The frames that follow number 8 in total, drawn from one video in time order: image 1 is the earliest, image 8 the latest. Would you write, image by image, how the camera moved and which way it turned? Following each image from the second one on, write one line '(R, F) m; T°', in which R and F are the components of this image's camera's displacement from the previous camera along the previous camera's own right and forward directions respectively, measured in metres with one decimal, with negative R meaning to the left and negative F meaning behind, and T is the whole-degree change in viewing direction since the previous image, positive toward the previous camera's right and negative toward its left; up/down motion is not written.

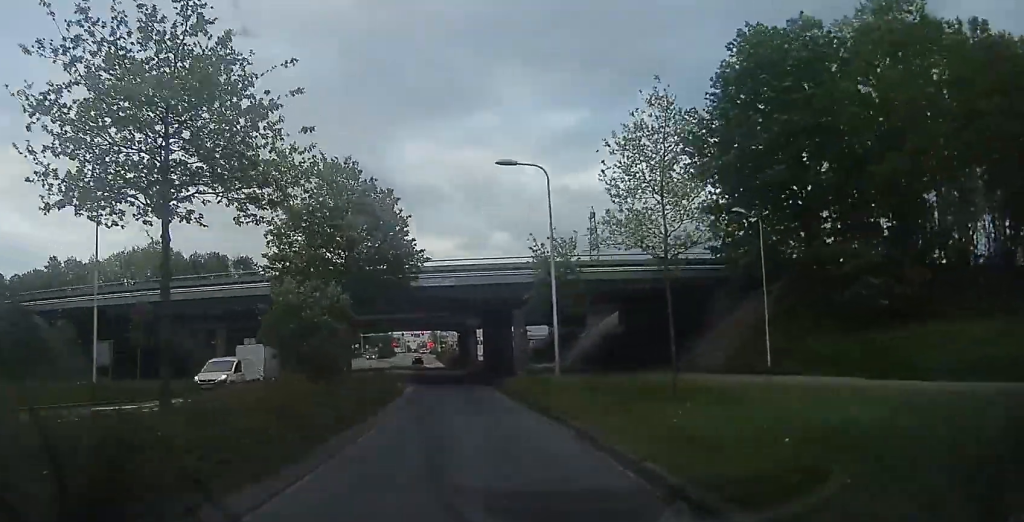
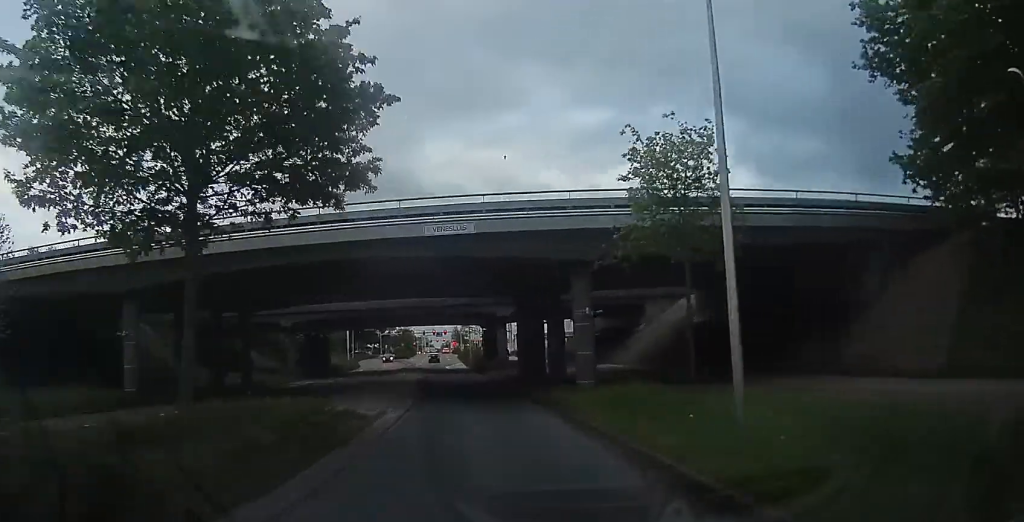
(+0.3, +11.7) m; +1°
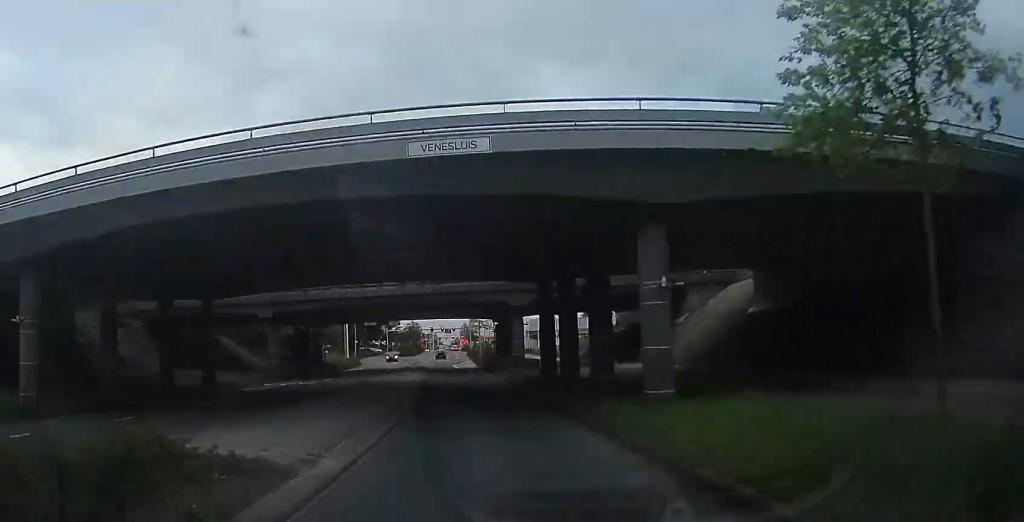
(0.0, +6.5) m; -1°
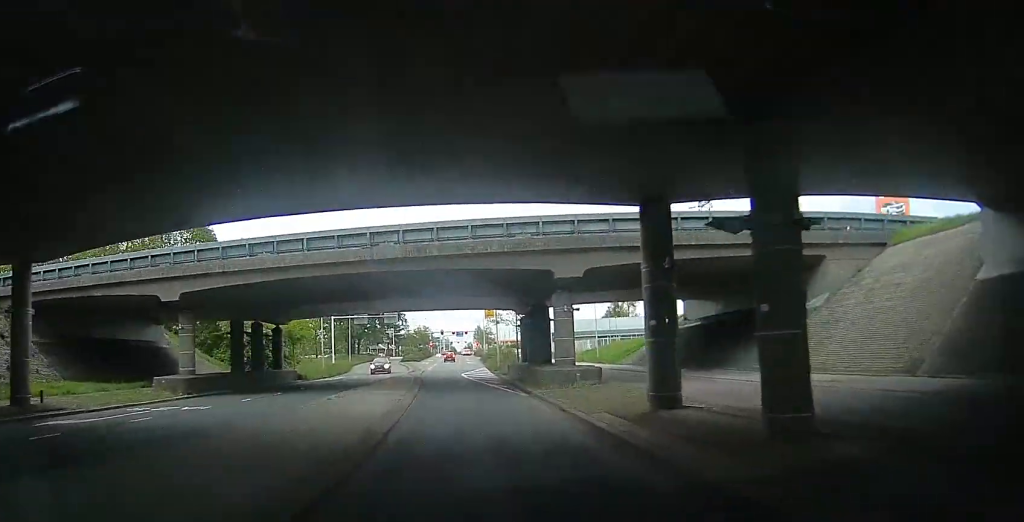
(-0.6, +14.8) m; -6°
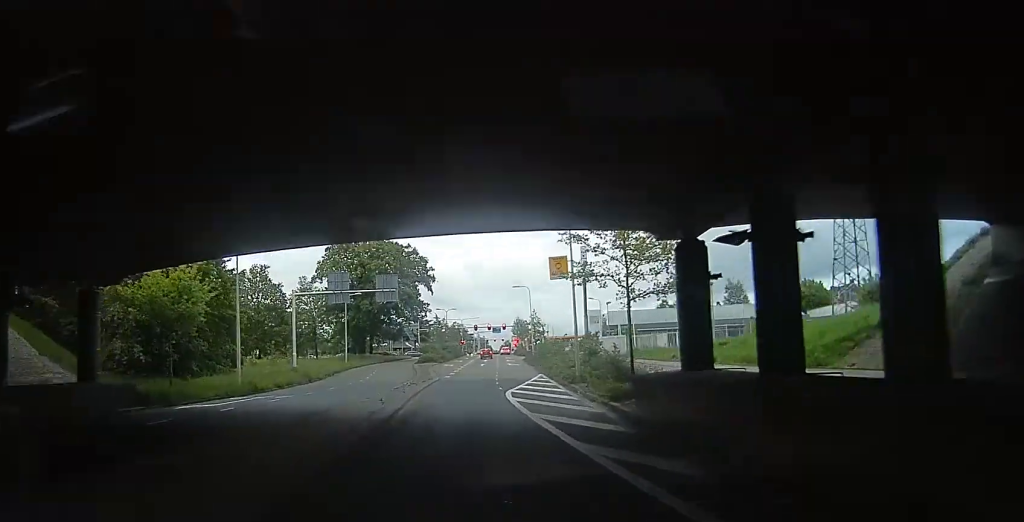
(-0.7, +24.9) m; 0°
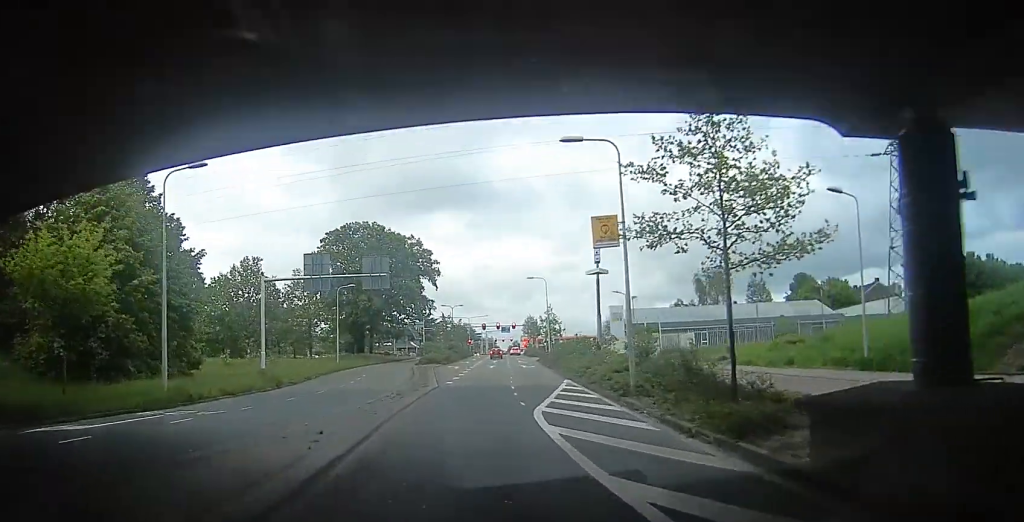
(+0.1, +7.7) m; -2°
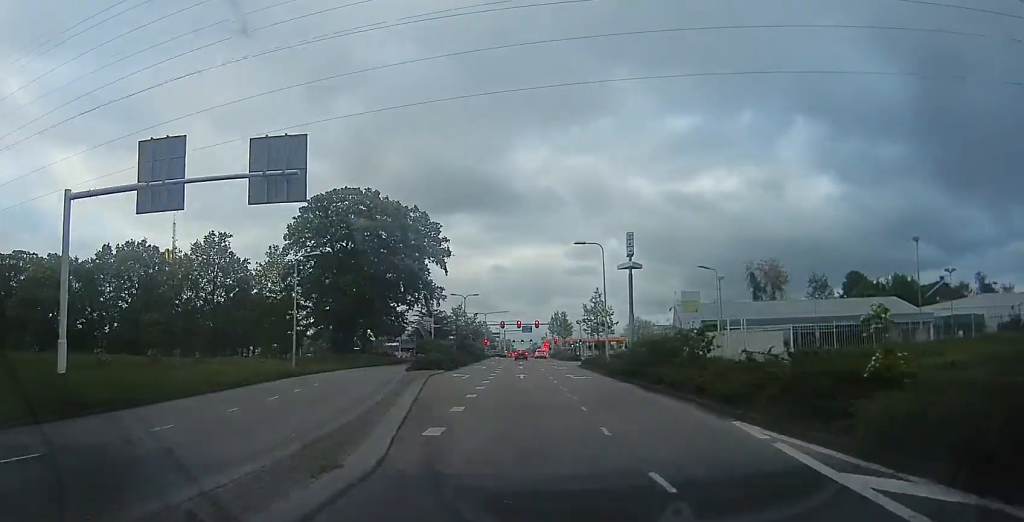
(-0.9, +18.7) m; -4°
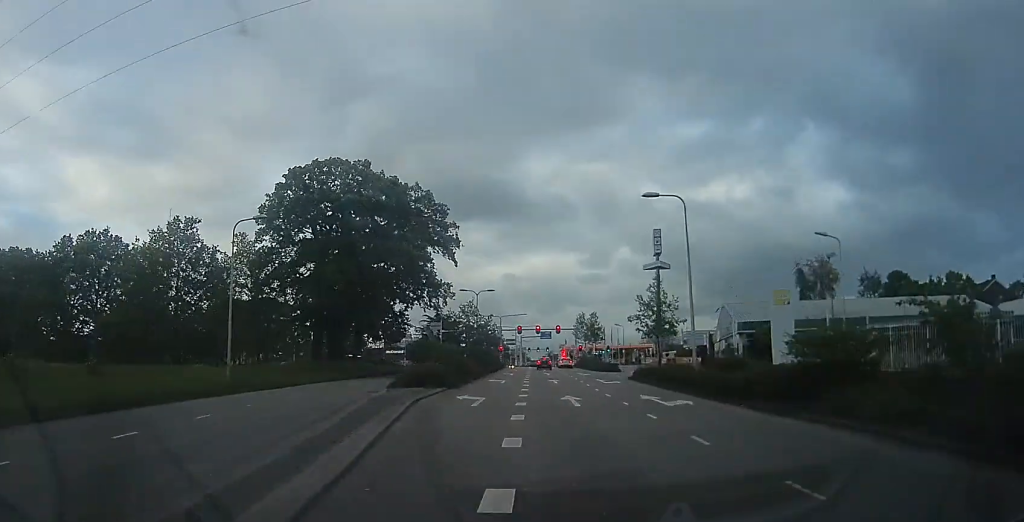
(0.0, +13.0) m; -1°
